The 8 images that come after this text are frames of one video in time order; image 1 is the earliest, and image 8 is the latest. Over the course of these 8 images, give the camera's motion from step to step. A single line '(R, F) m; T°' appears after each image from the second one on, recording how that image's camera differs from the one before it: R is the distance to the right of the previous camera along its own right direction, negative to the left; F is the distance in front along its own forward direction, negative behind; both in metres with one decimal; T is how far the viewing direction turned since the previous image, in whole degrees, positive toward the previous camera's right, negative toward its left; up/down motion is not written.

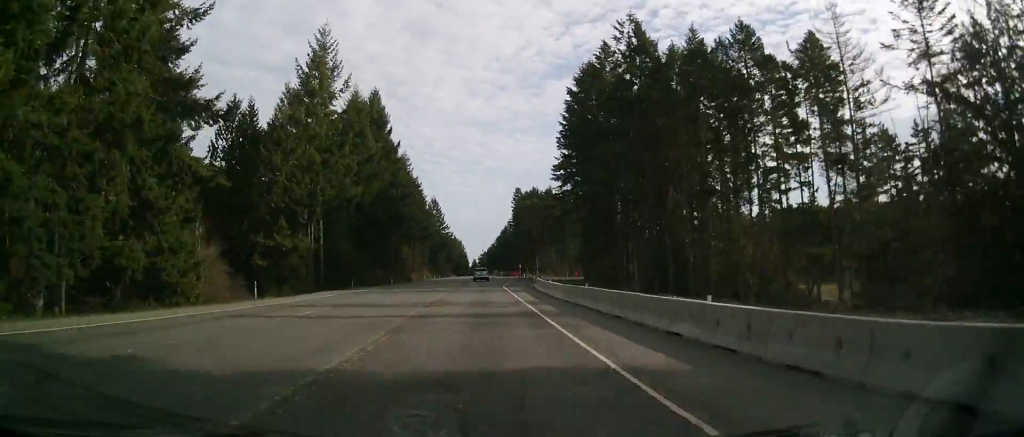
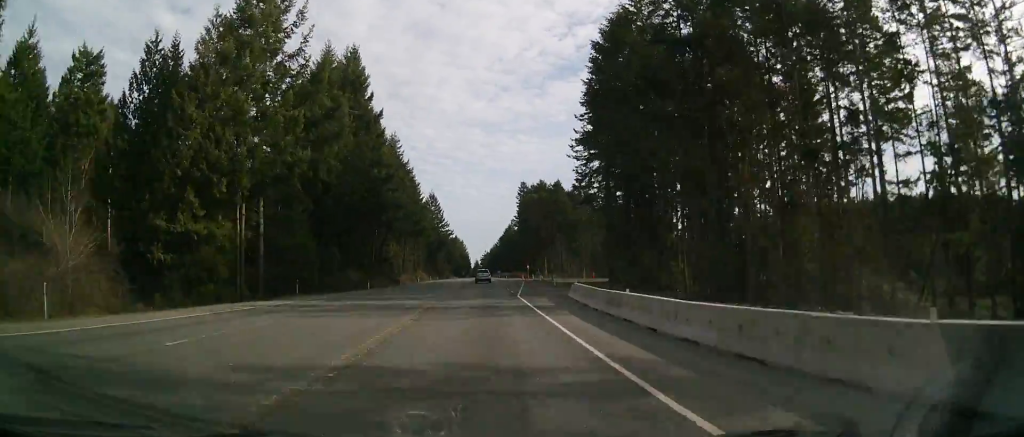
(0.0, +19.0) m; 0°
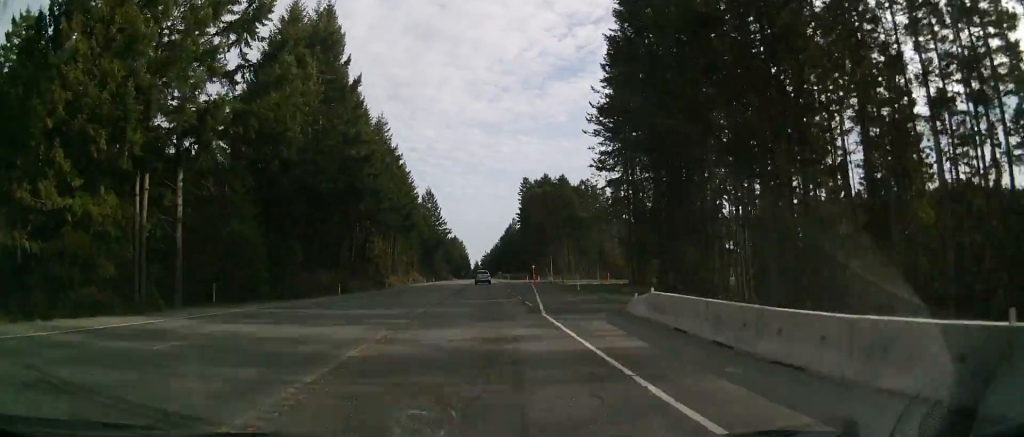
(0.0, +13.8) m; 0°
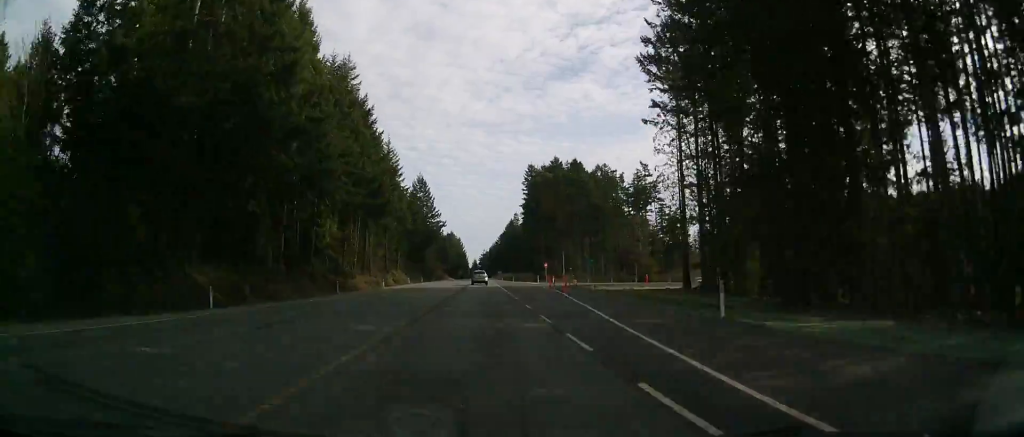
(0.0, +25.7) m; 0°
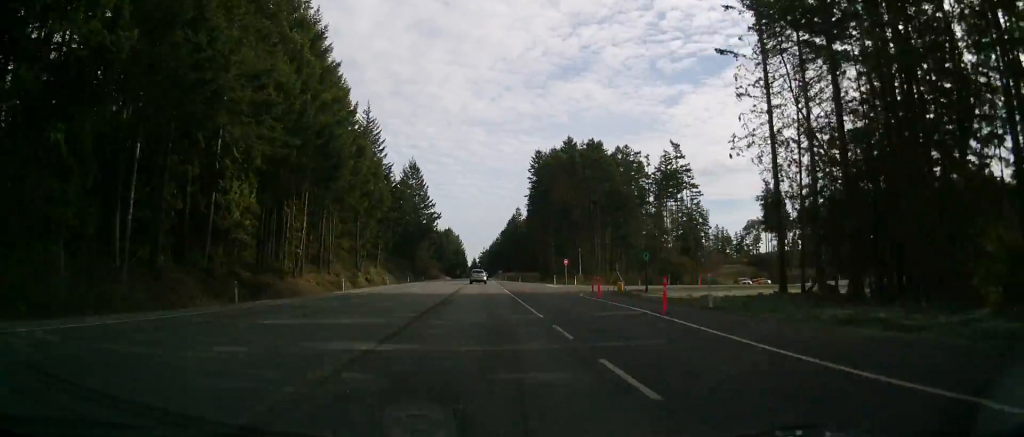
(+0.1, +22.2) m; 0°
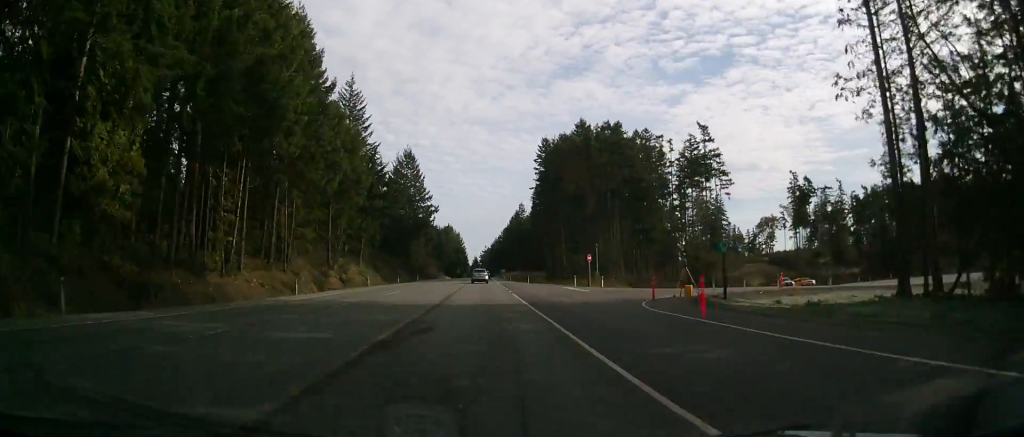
(0.0, +14.5) m; 0°
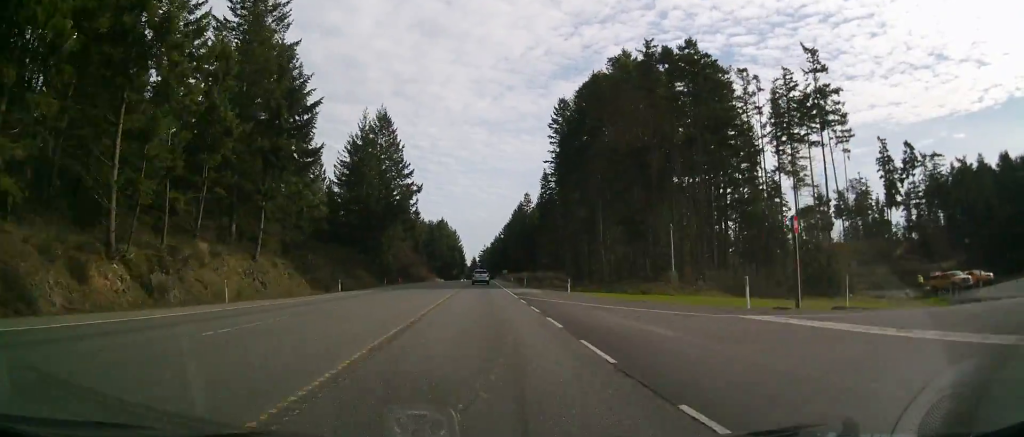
(0.0, +36.8) m; 0°
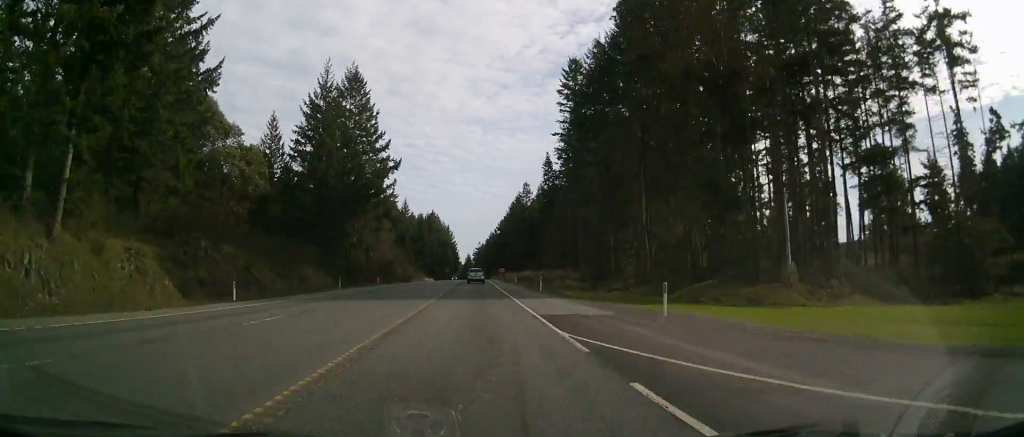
(0.0, +22.6) m; 0°
